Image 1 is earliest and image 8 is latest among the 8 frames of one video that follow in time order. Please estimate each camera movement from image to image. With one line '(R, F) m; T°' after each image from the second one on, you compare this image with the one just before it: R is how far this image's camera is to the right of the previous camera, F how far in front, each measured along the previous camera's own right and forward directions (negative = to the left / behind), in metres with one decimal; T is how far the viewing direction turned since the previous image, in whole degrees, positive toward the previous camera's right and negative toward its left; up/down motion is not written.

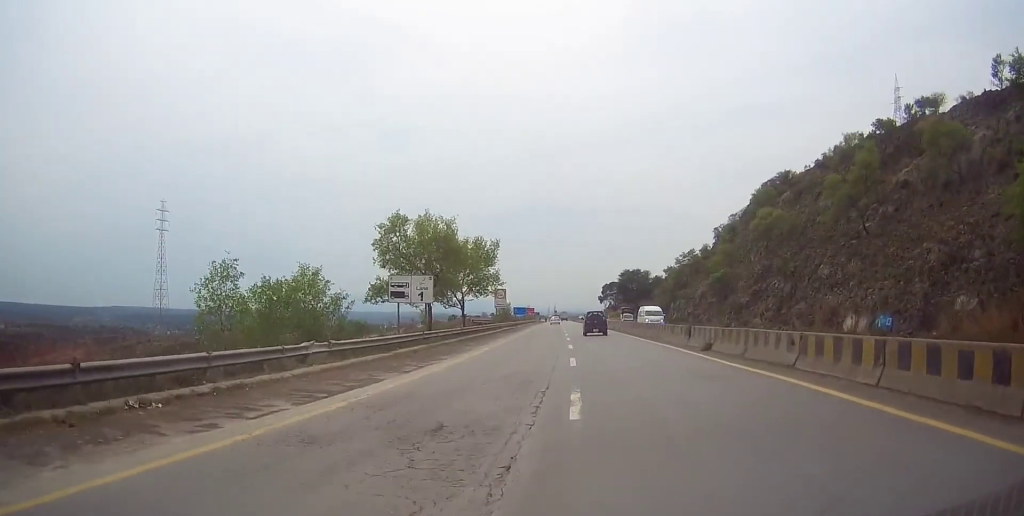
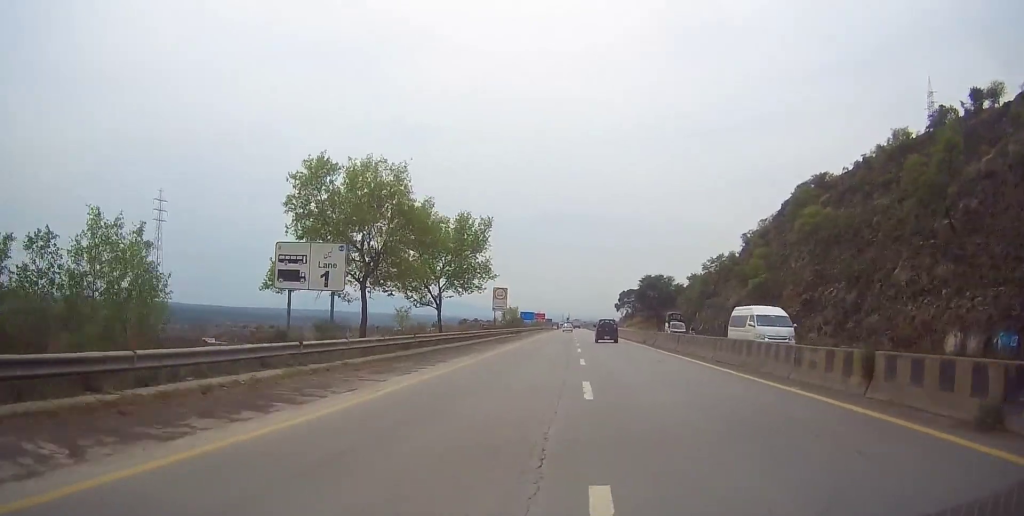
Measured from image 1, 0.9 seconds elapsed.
(-0.2, +15.5) m; -2°
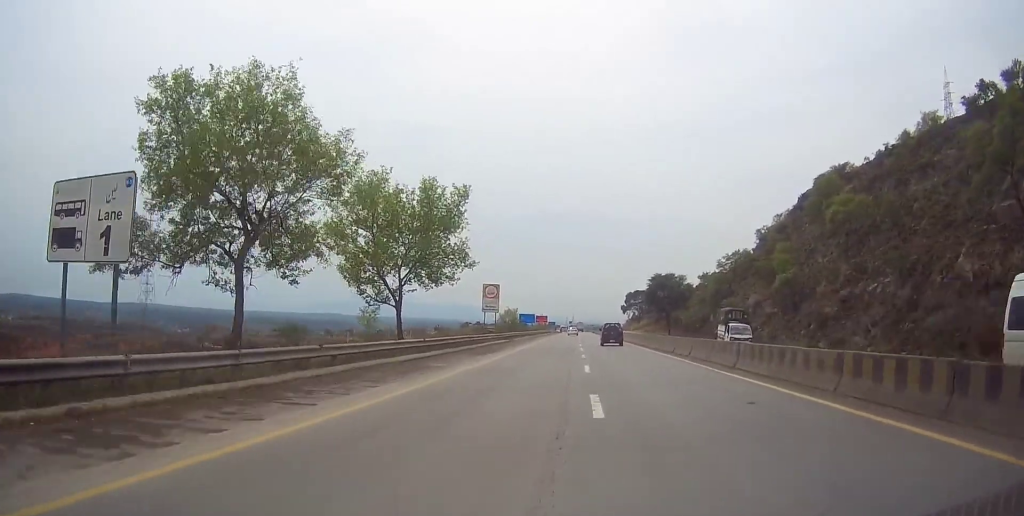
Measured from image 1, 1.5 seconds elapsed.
(-0.1, +10.7) m; -1°
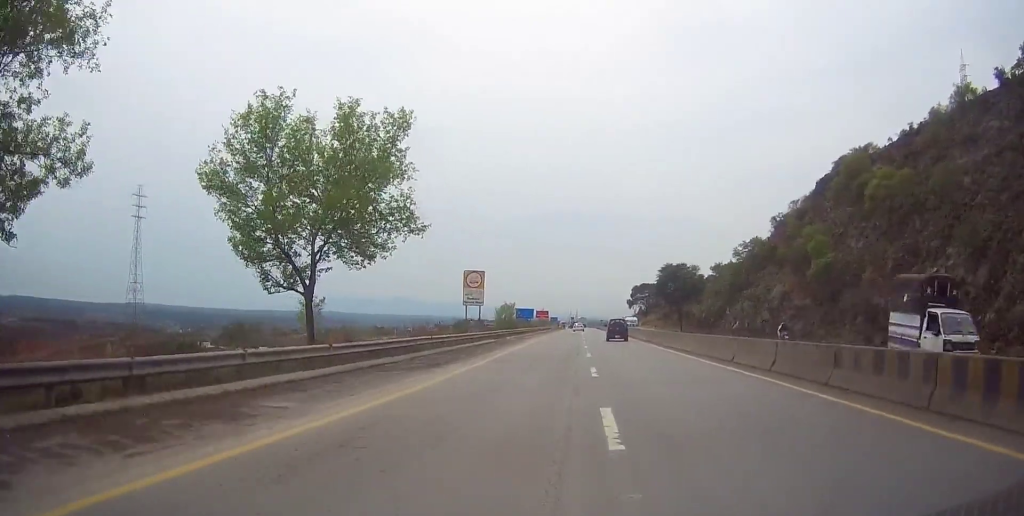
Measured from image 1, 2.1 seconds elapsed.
(-0.1, +11.7) m; +1°
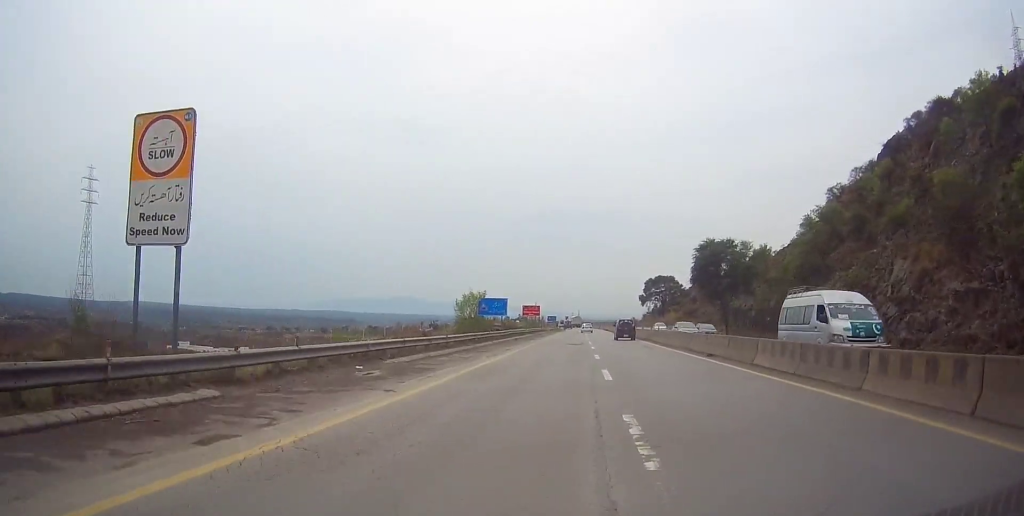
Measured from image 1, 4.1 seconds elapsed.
(0.0, +37.7) m; -1°
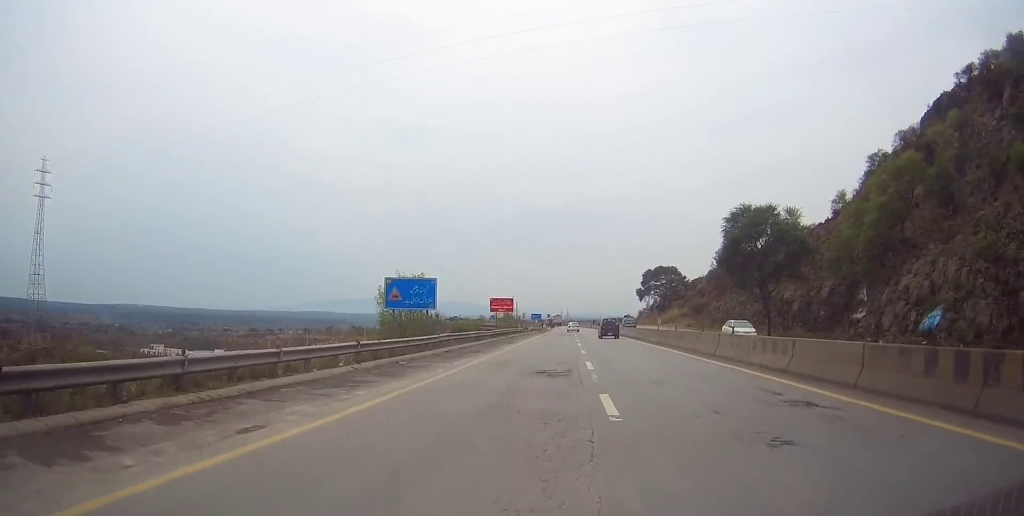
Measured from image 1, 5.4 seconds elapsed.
(+0.1, +24.9) m; +2°
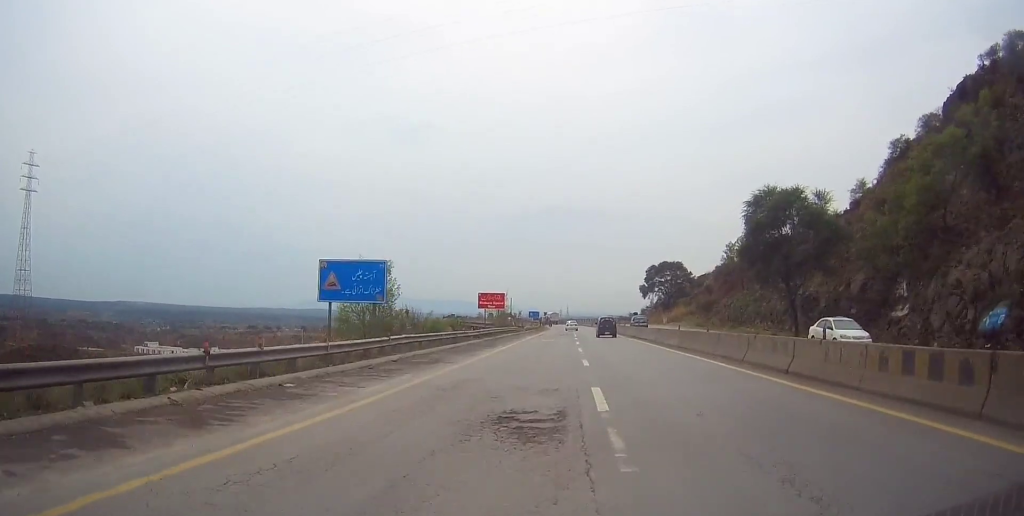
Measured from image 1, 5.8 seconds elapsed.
(+0.2, +8.5) m; 0°
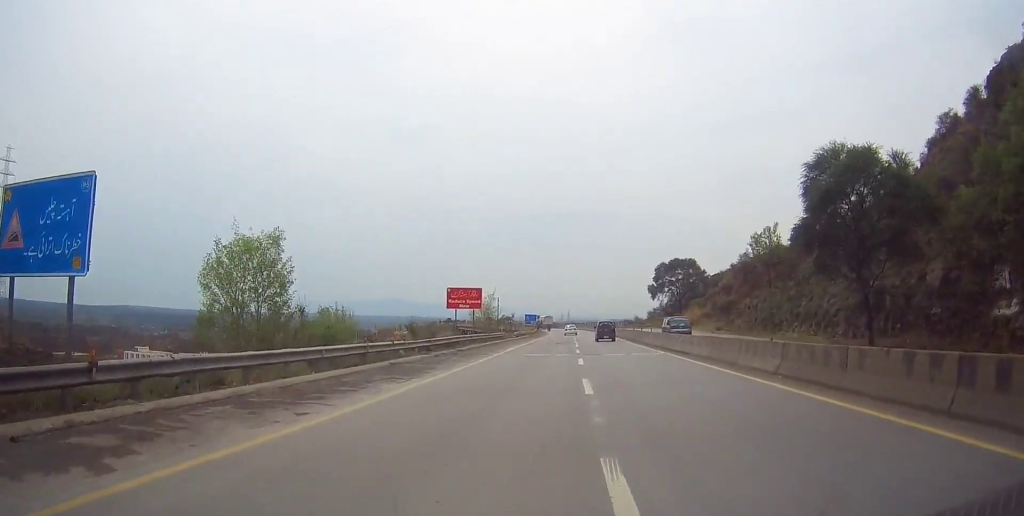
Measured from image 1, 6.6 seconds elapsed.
(+0.2, +15.5) m; 0°
